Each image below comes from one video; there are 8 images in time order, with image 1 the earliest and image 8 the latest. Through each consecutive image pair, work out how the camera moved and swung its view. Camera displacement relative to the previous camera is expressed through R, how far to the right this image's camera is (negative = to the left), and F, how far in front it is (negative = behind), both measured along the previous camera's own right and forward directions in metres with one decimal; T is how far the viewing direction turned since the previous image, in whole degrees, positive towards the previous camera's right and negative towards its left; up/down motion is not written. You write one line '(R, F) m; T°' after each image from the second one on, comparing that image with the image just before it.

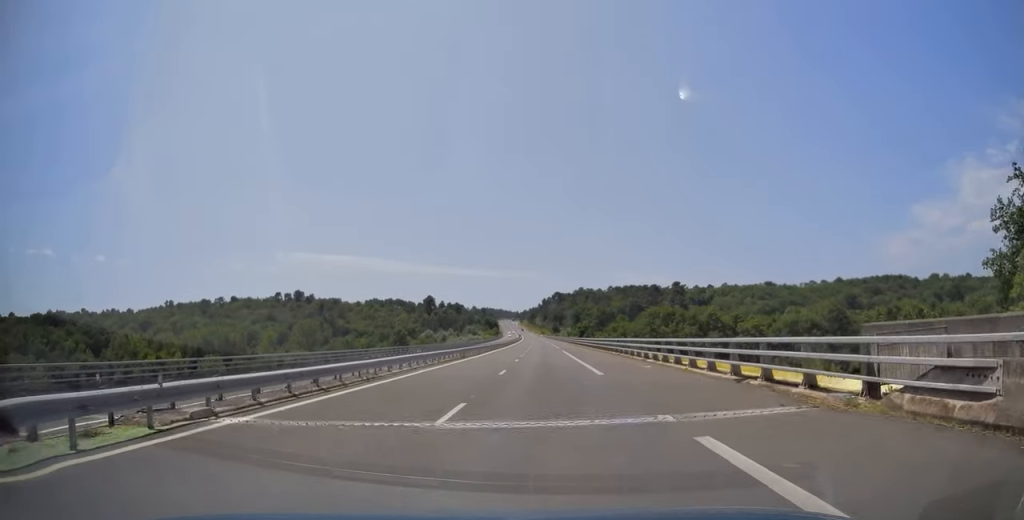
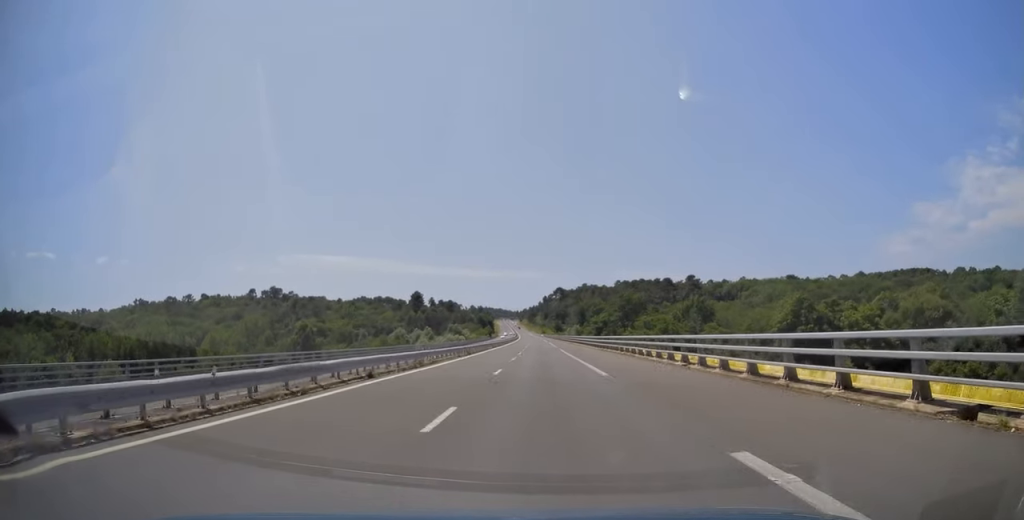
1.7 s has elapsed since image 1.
(0.0, +54.0) m; 0°
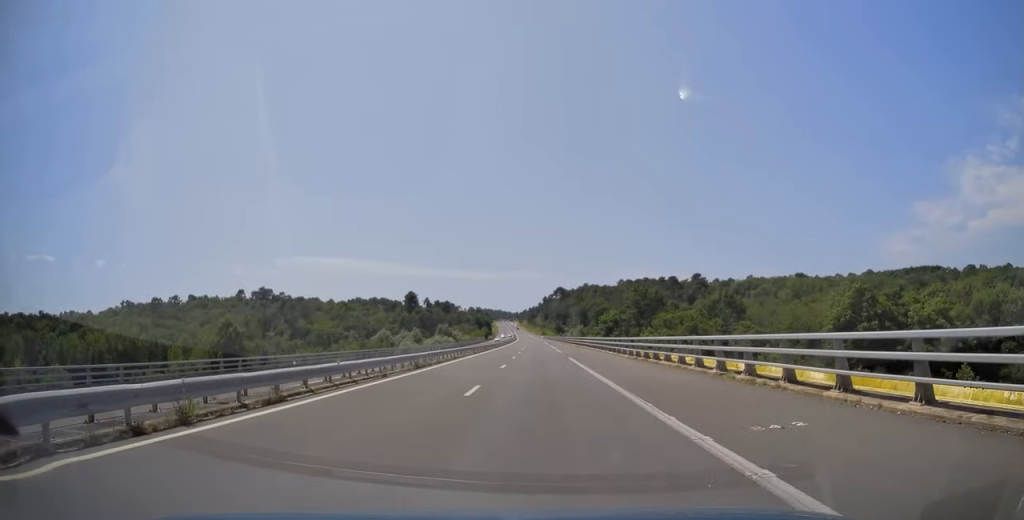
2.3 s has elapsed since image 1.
(0.0, +20.3) m; 0°
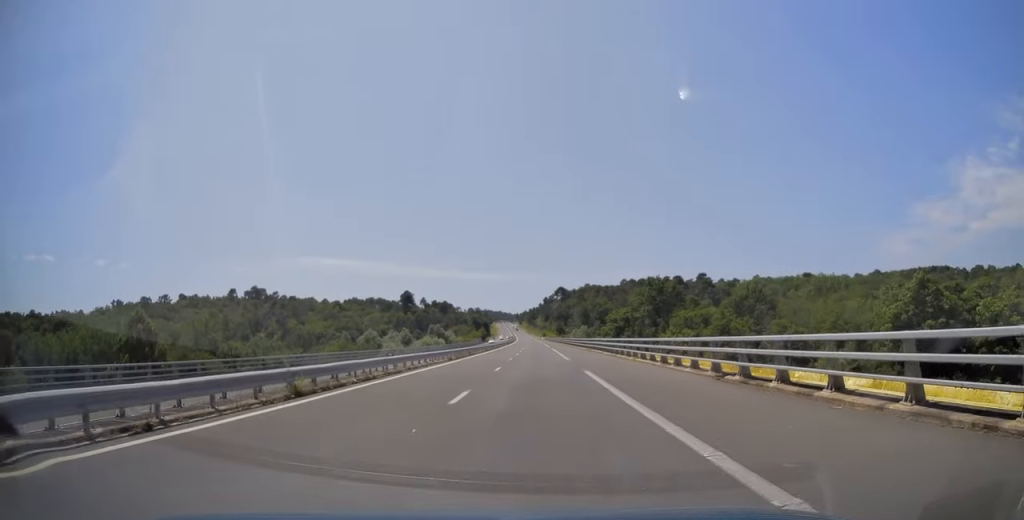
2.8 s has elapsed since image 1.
(0.0, +14.9) m; 0°
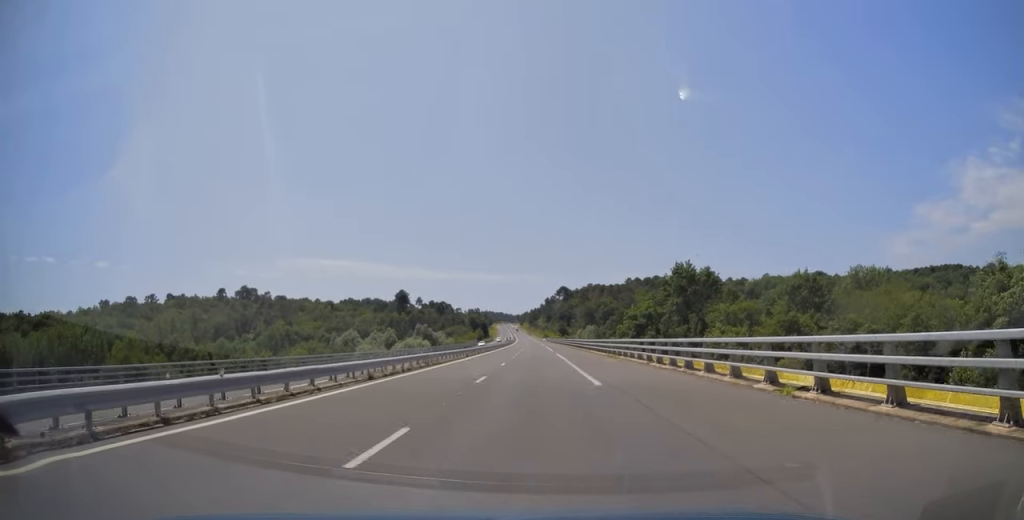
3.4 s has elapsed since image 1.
(0.0, +19.8) m; 0°
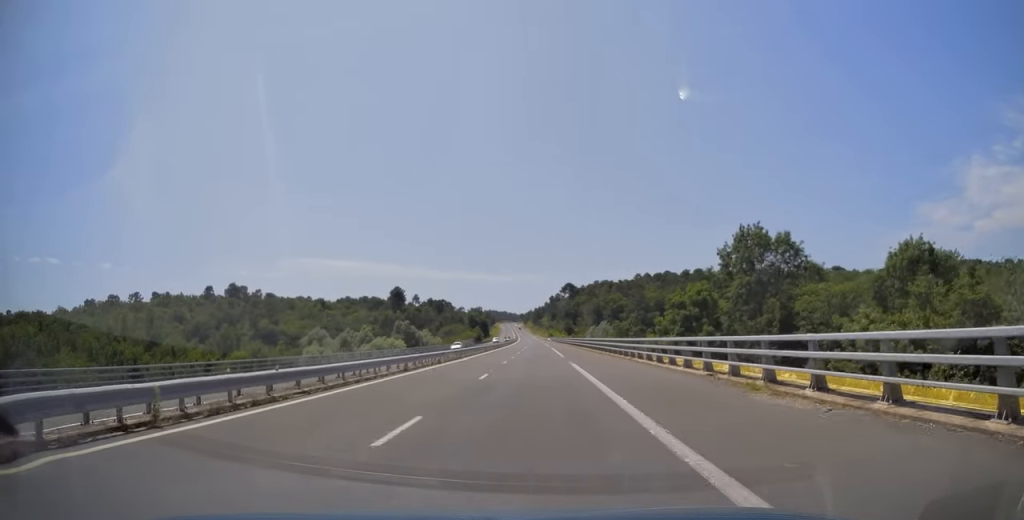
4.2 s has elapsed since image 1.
(0.0, +25.1) m; 0°
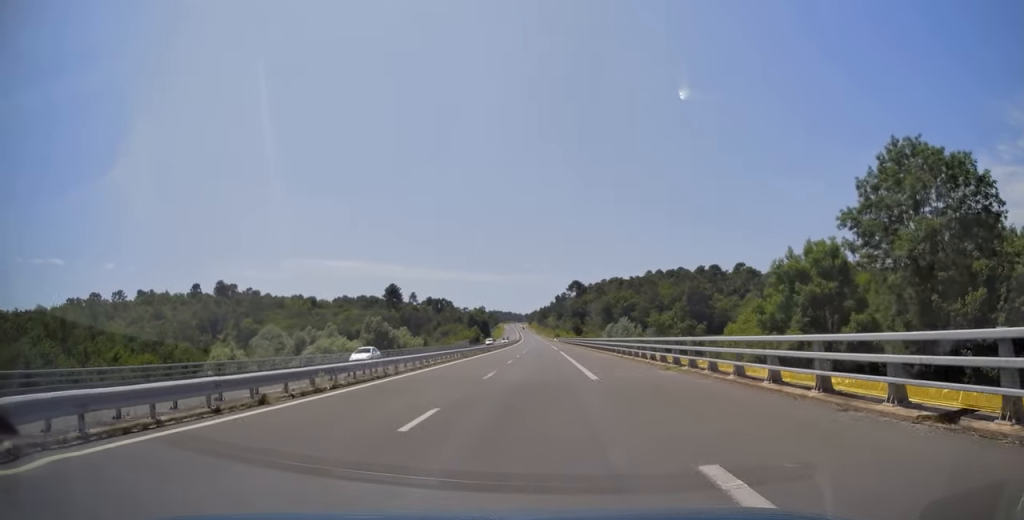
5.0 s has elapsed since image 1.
(-0.1, +25.1) m; 0°
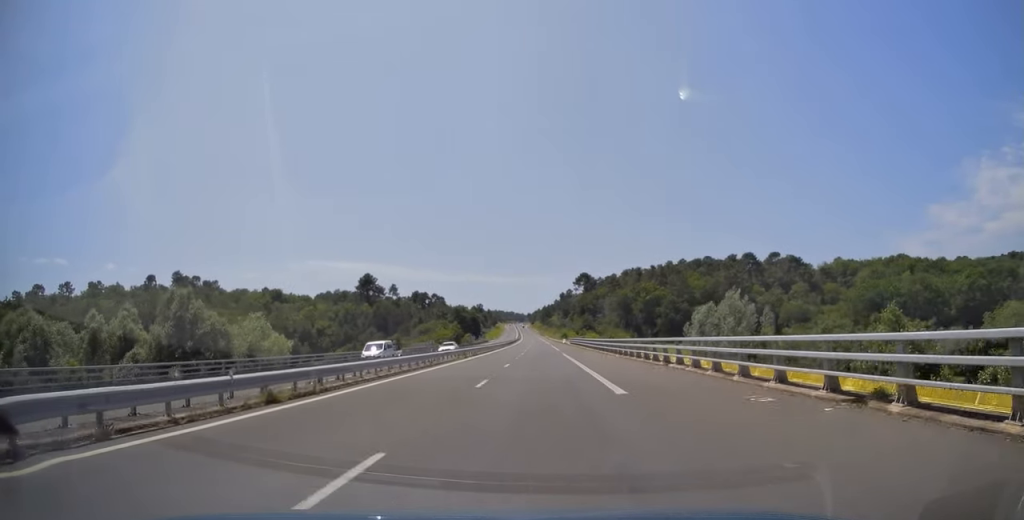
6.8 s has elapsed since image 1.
(-0.1, +57.7) m; 0°
